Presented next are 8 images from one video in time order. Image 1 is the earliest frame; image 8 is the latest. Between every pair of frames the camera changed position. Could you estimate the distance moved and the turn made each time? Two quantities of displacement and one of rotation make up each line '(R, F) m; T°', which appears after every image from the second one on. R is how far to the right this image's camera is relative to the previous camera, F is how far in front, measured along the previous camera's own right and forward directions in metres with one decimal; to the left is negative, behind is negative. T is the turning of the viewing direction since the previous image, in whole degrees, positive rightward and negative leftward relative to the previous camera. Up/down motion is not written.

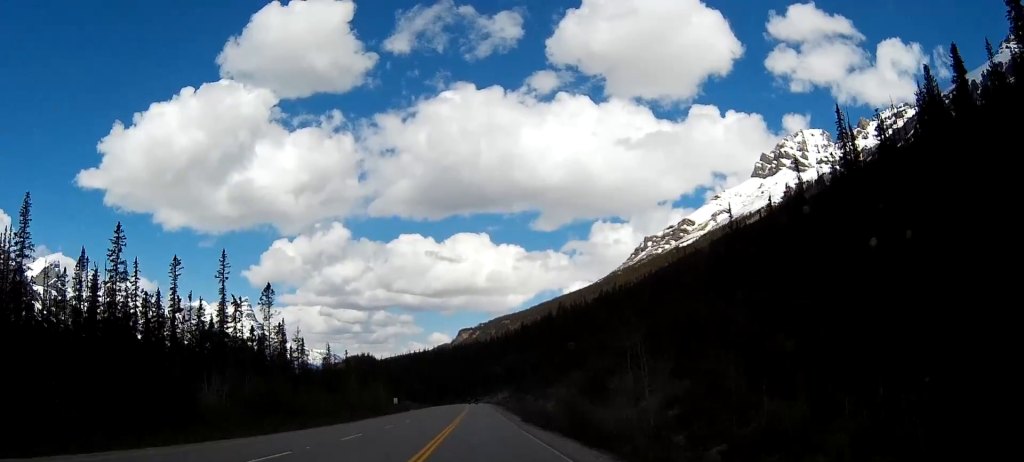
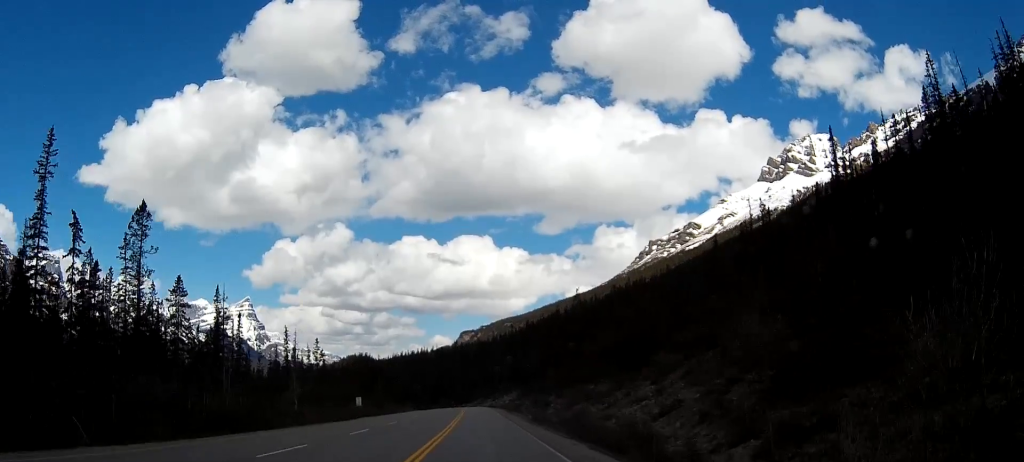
(0.0, +50.0) m; 0°
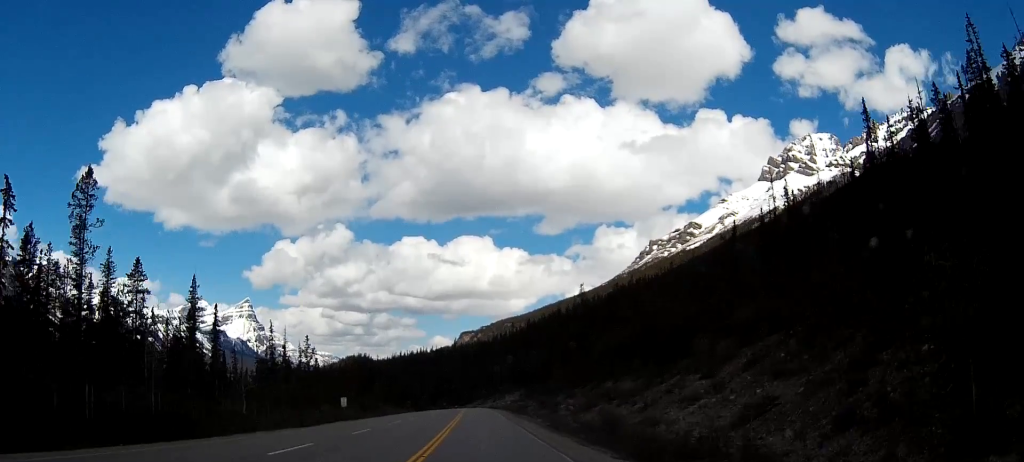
(0.0, +12.3) m; 0°
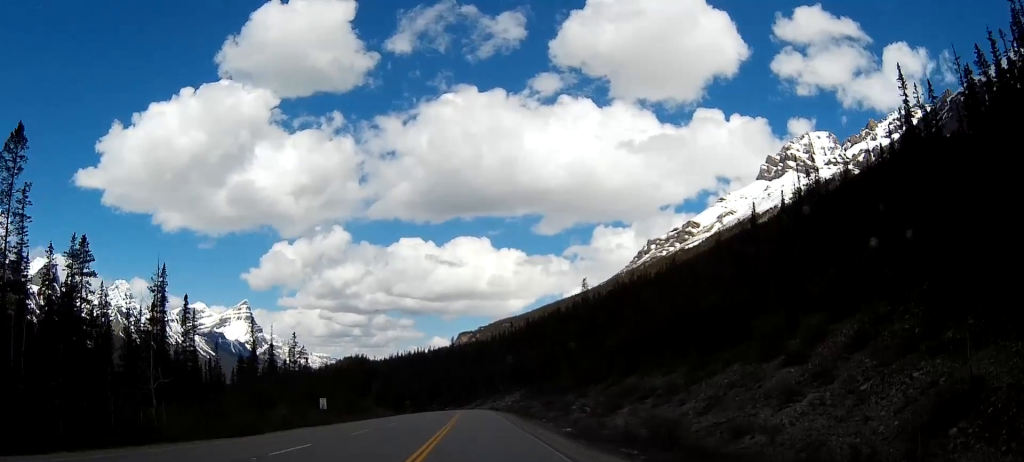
(0.0, +12.3) m; 0°
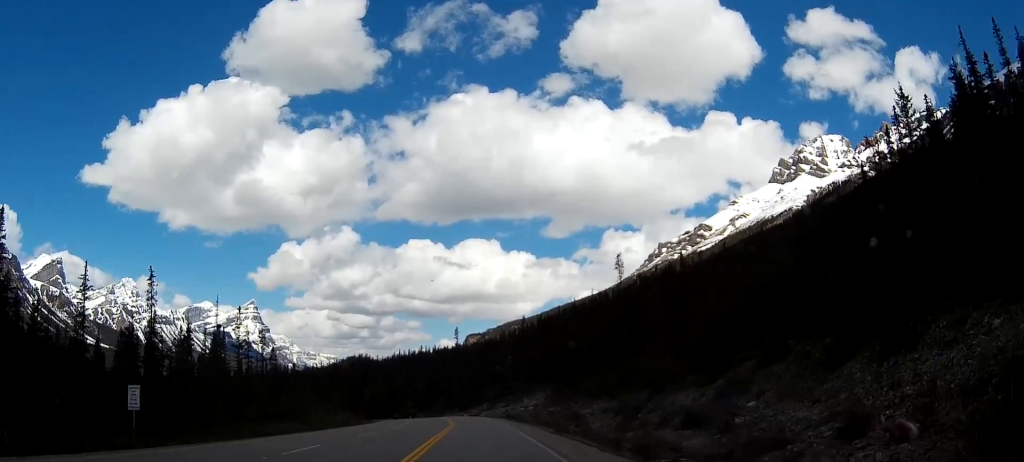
(0.0, +49.7) m; 0°
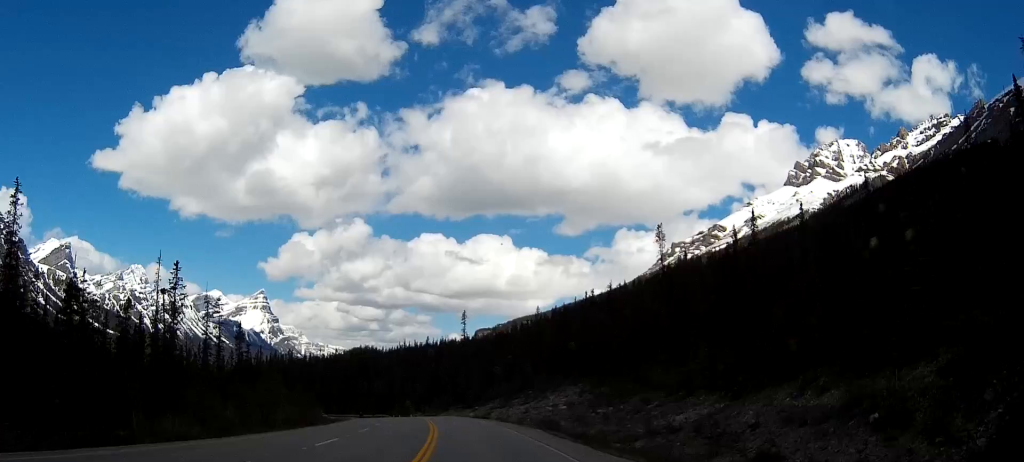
(-0.3, +35.5) m; -1°
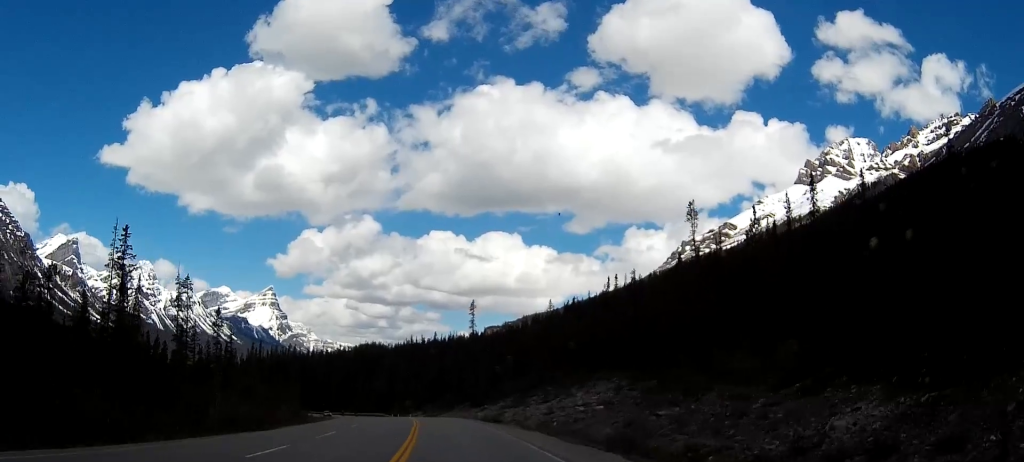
(0.0, +19.7) m; -1°
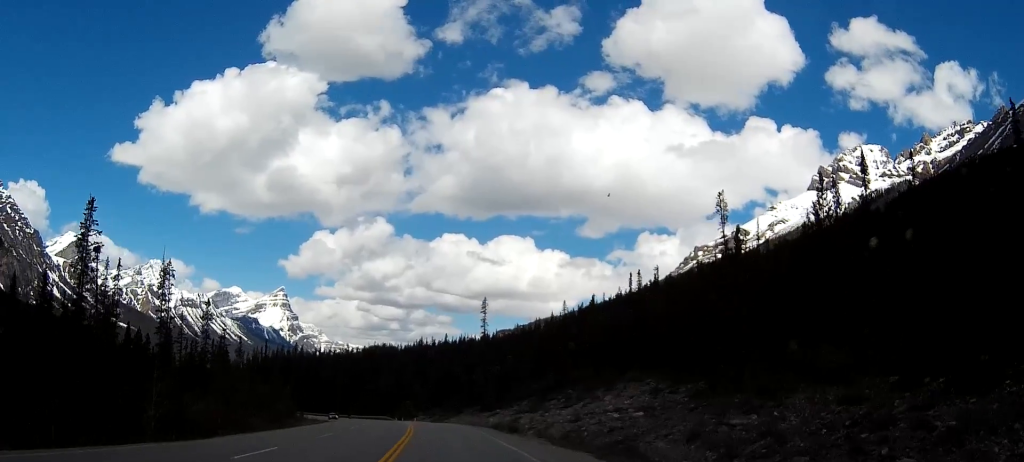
(-0.2, +12.0) m; -1°
